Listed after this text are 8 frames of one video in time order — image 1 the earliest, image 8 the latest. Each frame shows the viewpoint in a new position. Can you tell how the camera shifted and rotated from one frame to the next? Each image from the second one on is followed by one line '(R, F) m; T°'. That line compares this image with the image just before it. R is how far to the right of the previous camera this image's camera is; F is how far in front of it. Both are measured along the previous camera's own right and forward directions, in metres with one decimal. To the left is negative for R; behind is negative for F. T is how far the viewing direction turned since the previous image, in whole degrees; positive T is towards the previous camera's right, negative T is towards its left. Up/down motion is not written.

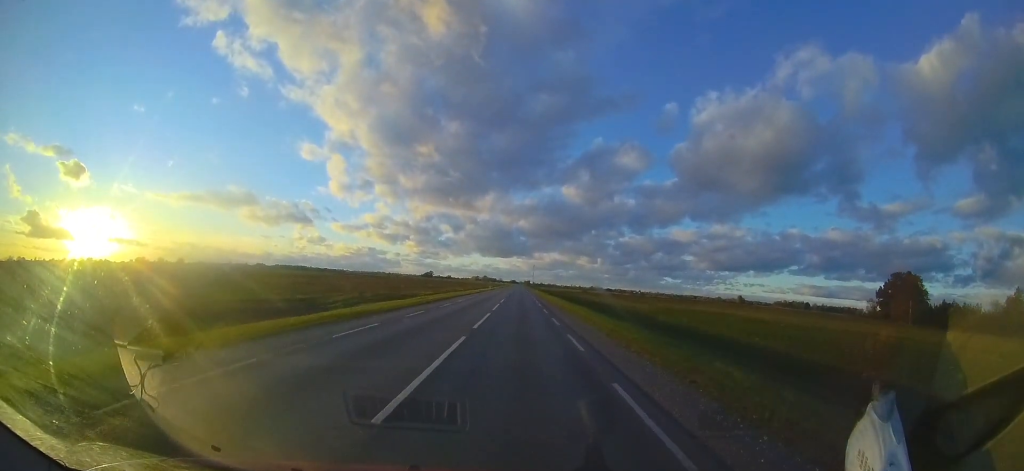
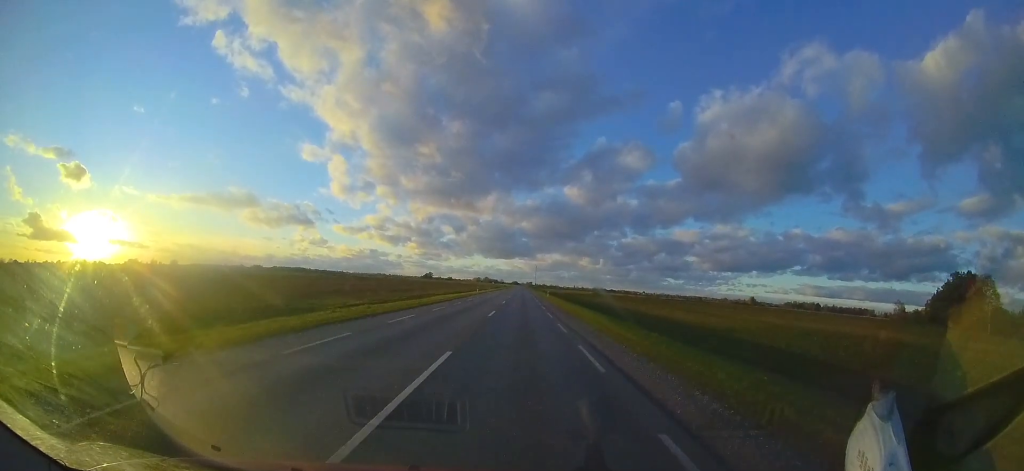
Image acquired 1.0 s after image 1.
(+0.2, +25.3) m; 0°
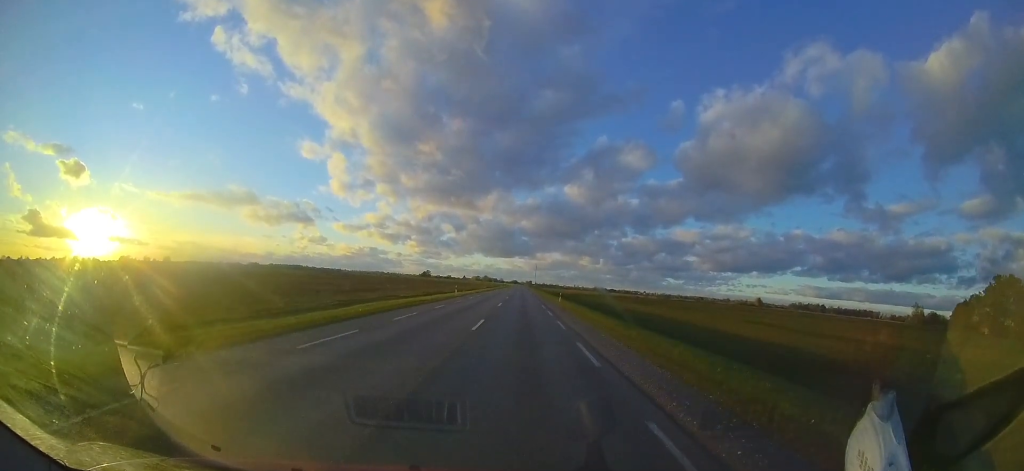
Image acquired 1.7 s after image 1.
(-0.1, +17.3) m; 0°
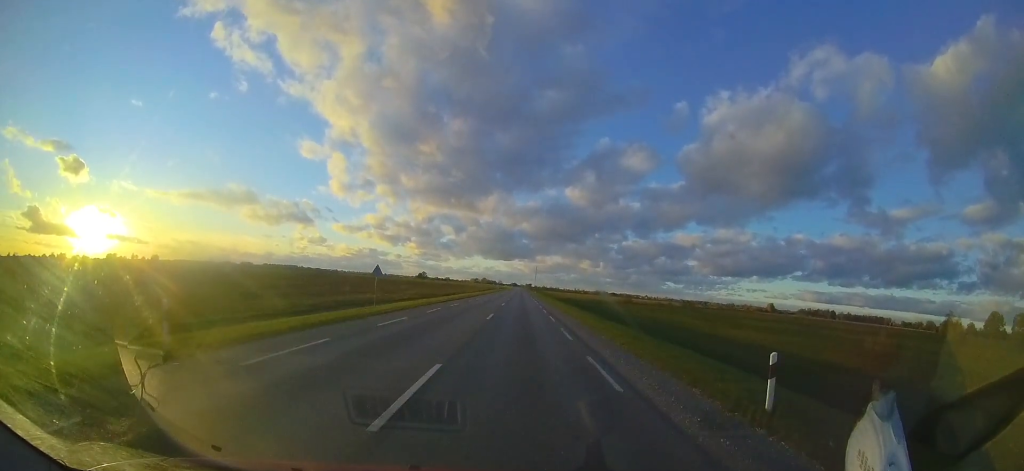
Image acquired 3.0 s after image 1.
(+0.2, +31.6) m; 0°
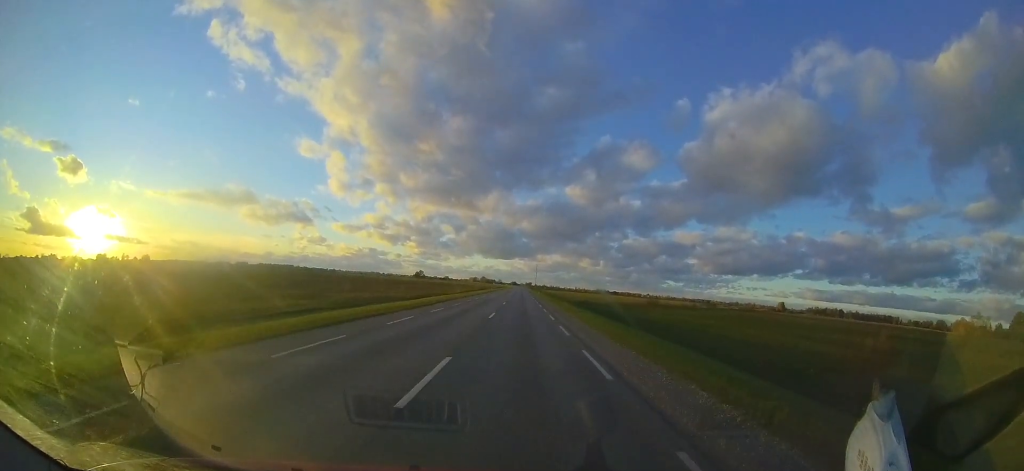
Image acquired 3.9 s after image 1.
(0.0, +22.6) m; 0°
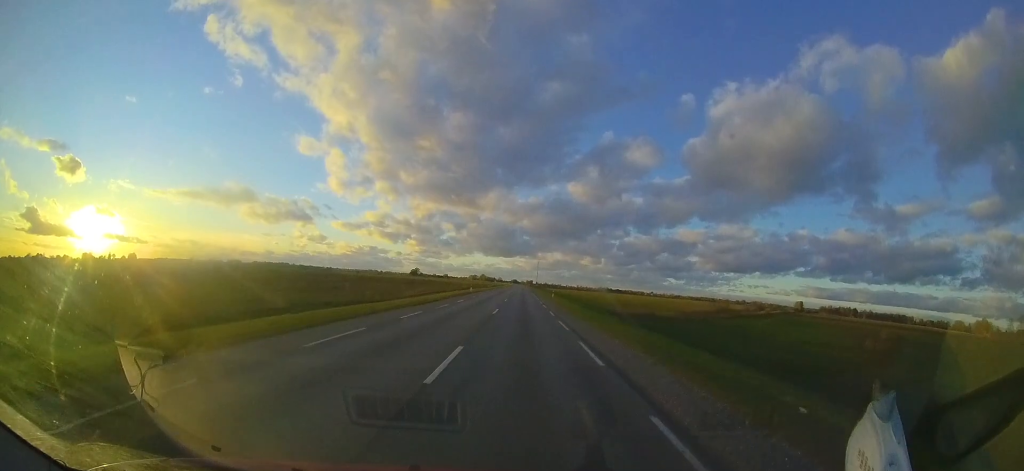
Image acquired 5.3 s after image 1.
(-0.1, +34.5) m; 0°
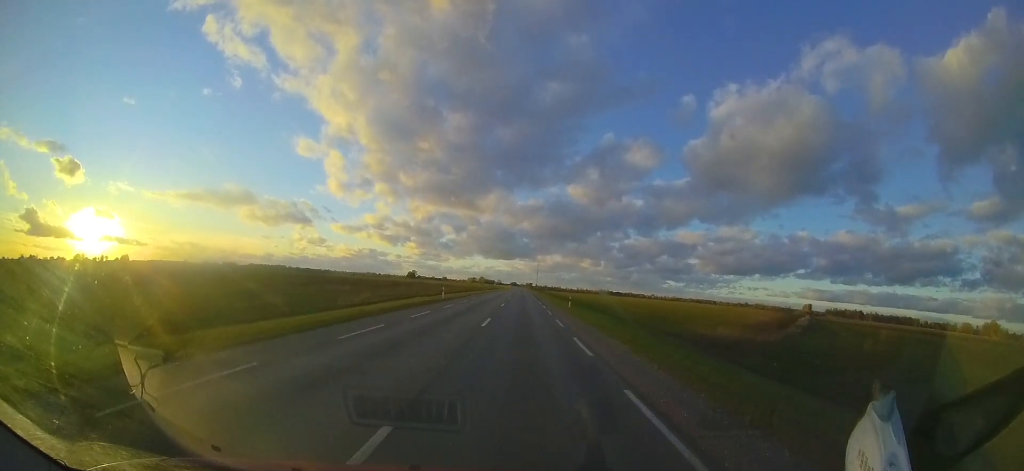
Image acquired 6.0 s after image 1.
(+0.1, +16.4) m; 0°
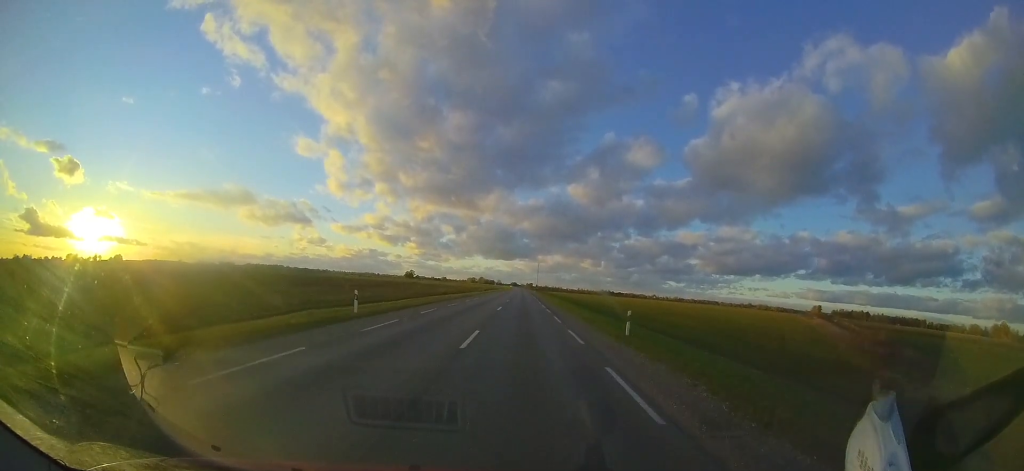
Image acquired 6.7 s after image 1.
(-0.3, +16.2) m; 0°
